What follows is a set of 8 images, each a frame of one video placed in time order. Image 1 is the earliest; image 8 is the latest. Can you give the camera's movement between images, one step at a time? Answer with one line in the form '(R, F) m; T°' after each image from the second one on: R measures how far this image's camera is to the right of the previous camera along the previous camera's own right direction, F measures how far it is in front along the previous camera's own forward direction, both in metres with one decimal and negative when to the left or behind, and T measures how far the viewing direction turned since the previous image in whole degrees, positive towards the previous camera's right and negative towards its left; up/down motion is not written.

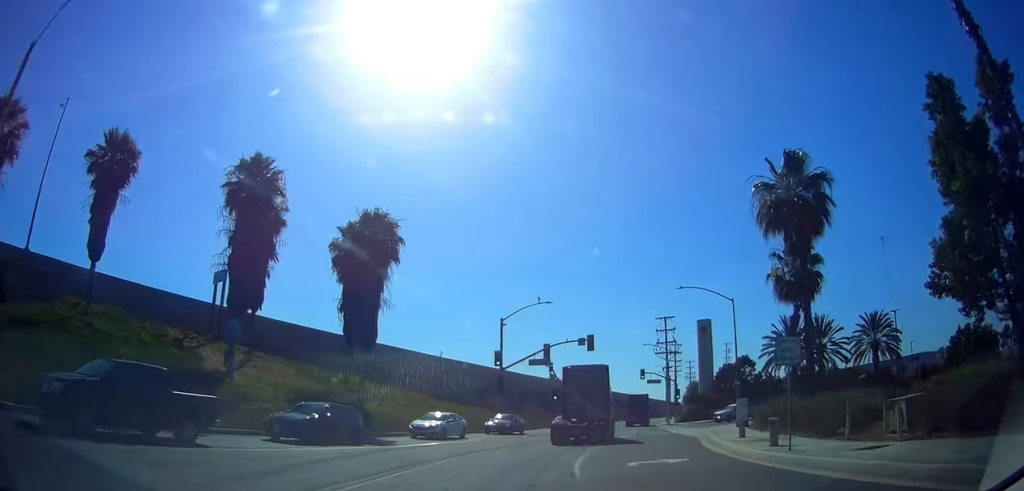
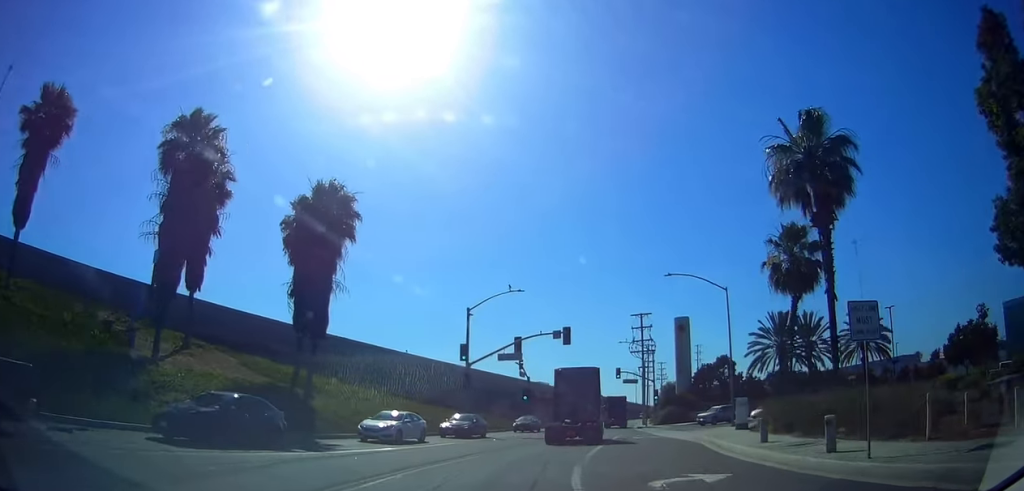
(-0.1, +4.4) m; +3°
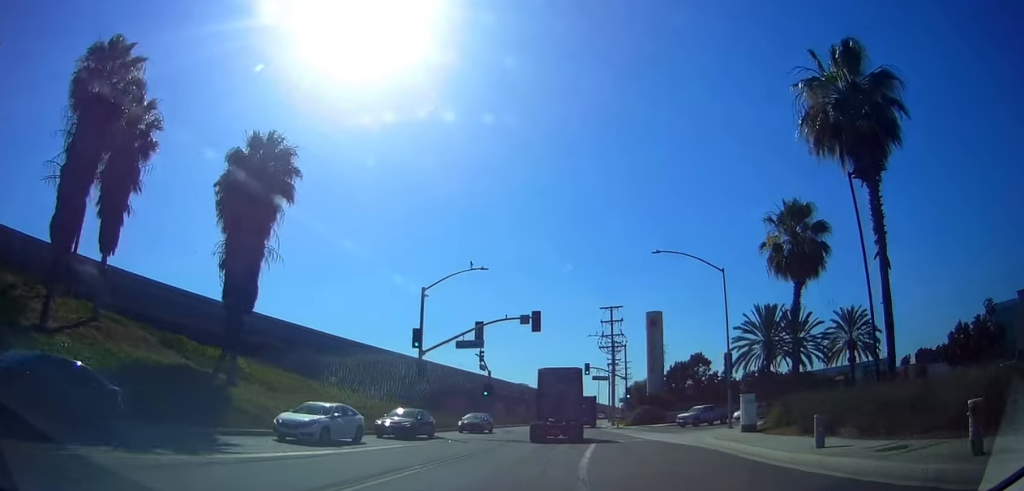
(+0.5, +5.4) m; +3°
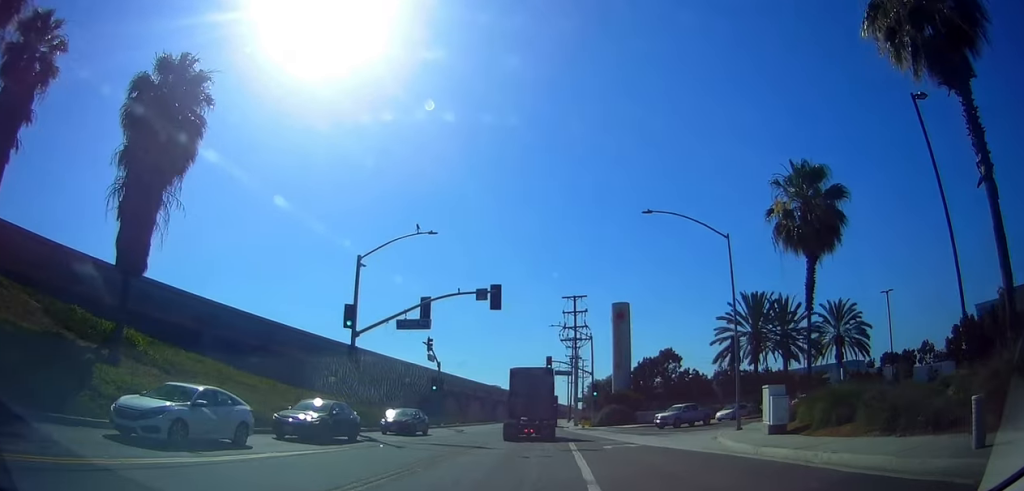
(+0.2, +6.4) m; +5°
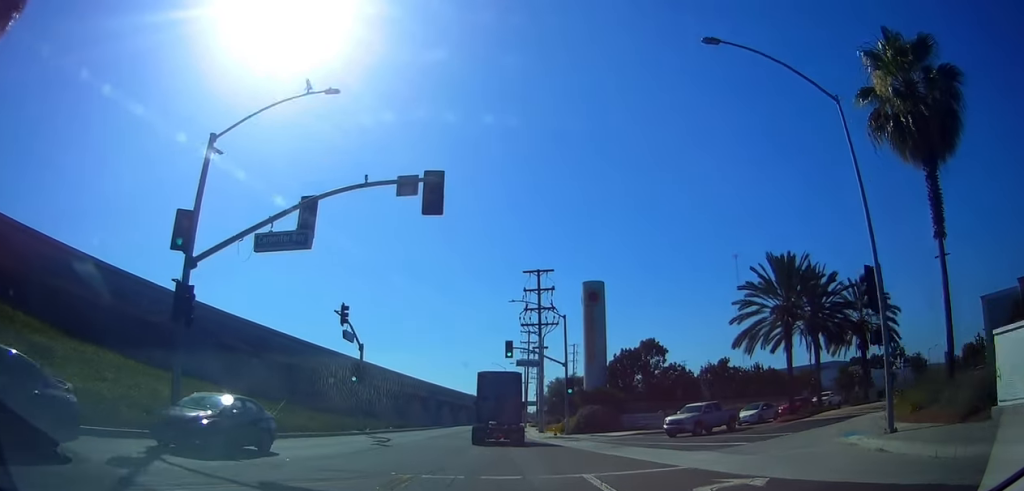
(+1.3, +12.4) m; +10°
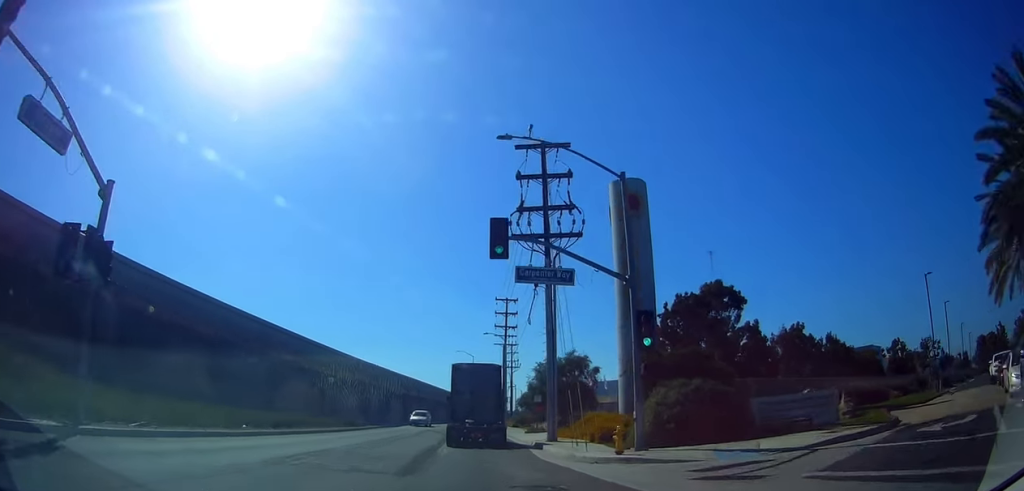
(+1.0, +23.4) m; +7°
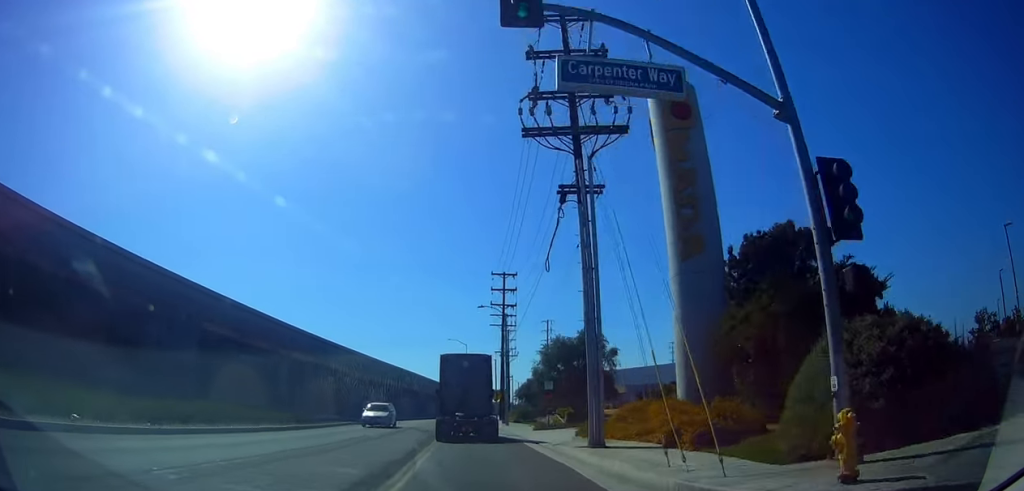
(+0.4, +10.3) m; +1°
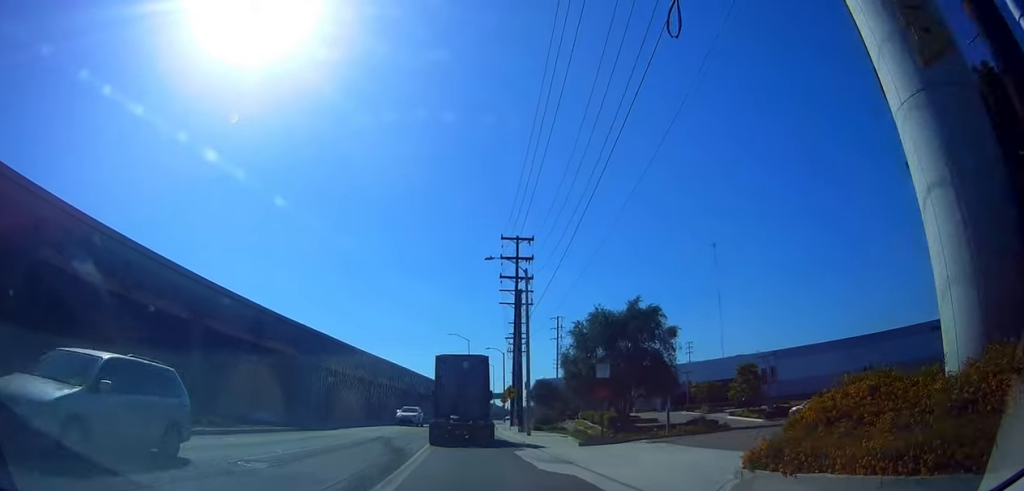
(-0.2, +15.3) m; -4°
